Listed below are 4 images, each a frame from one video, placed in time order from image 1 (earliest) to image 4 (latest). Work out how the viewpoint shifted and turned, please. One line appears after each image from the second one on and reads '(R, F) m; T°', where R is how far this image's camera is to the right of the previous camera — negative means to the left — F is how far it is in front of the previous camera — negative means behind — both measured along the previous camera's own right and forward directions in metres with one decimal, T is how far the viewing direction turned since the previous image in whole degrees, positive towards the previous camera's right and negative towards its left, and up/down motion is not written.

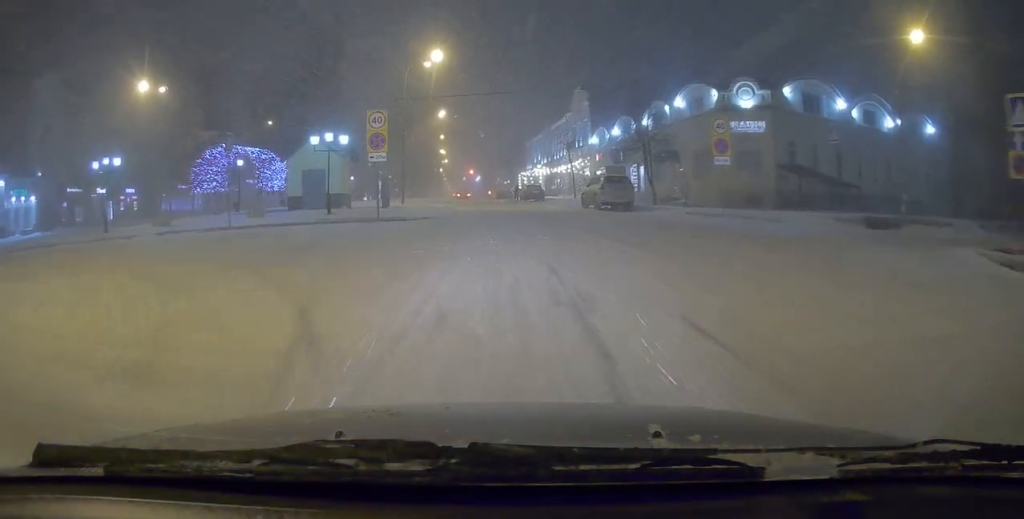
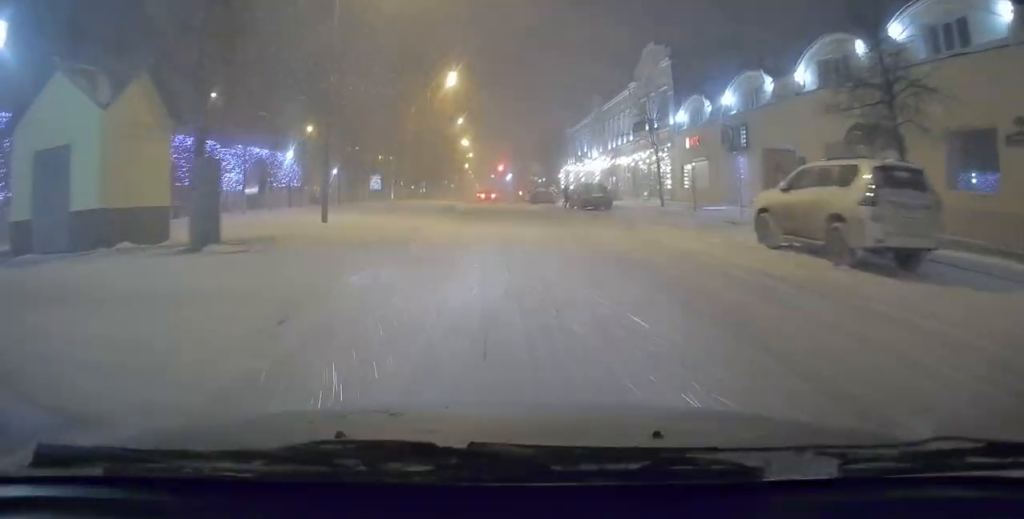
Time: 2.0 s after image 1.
(-1.1, +21.5) m; -5°
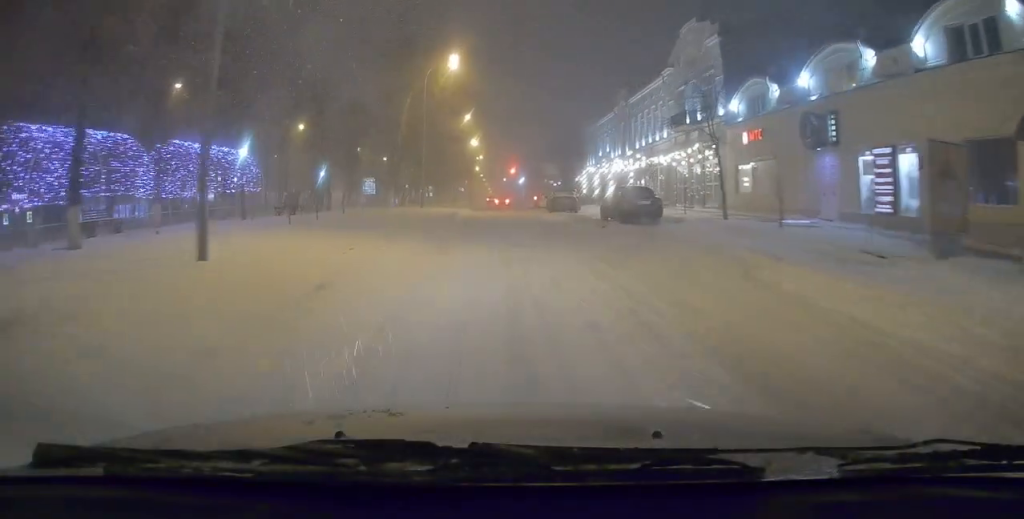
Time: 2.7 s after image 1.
(0.0, +7.9) m; 0°
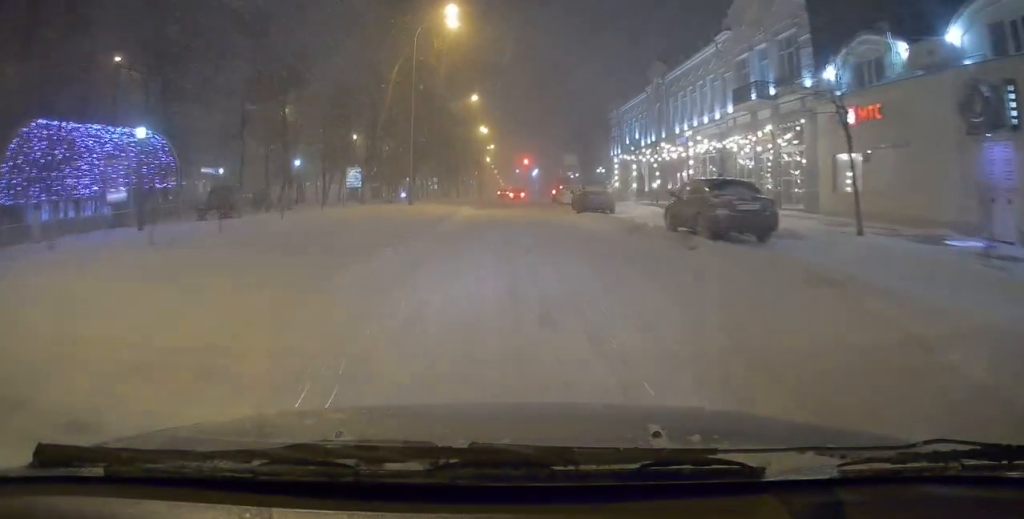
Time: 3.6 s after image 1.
(0.0, +9.2) m; -1°
